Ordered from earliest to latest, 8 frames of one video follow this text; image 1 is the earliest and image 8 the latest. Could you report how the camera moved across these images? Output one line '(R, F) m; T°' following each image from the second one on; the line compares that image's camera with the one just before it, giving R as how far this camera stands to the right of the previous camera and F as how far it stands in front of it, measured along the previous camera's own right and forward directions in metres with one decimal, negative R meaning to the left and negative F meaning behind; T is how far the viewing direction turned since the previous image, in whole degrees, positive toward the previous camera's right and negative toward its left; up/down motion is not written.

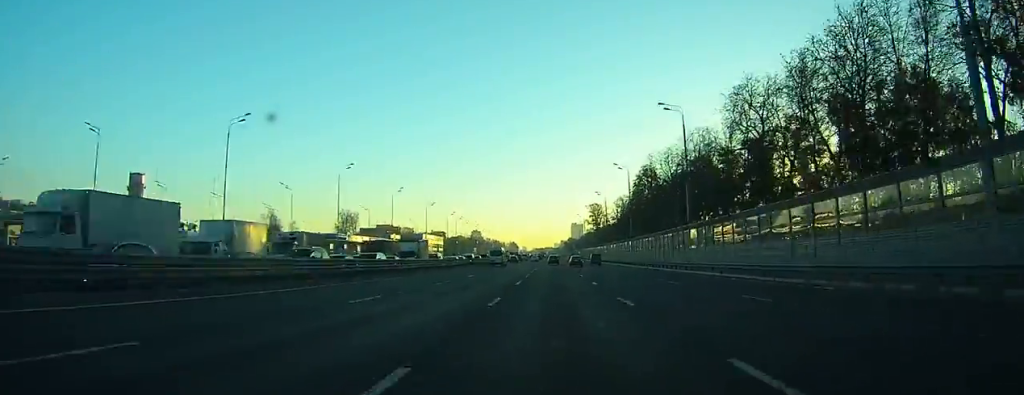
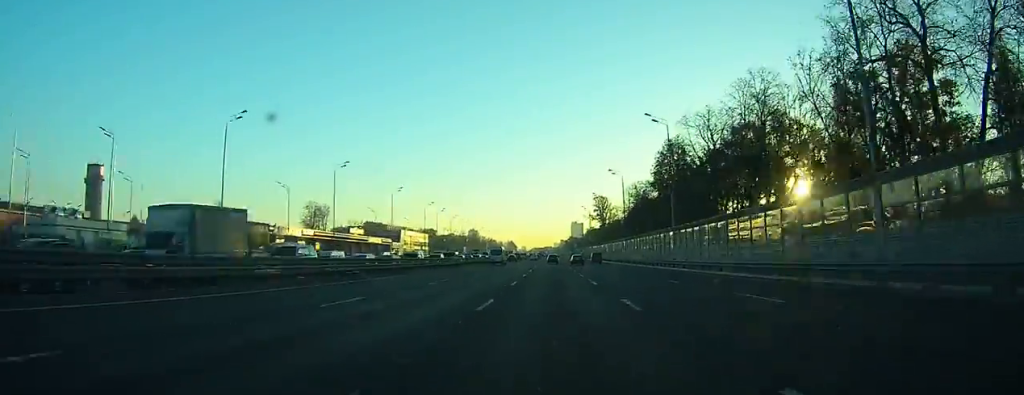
(+0.2, +39.2) m; +1°
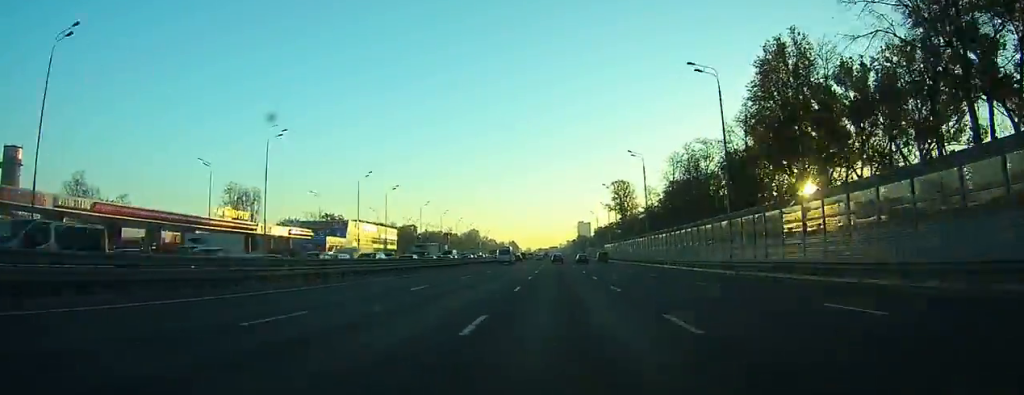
(+0.5, +66.1) m; +1°
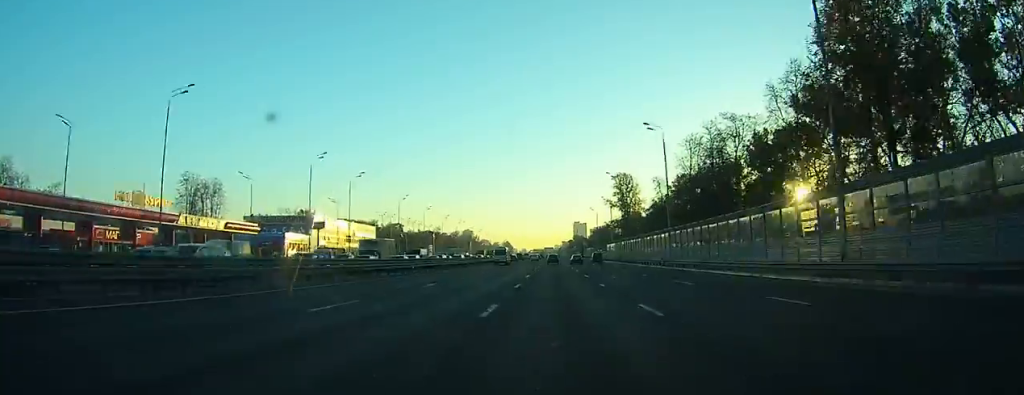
(0.0, +20.0) m; 0°
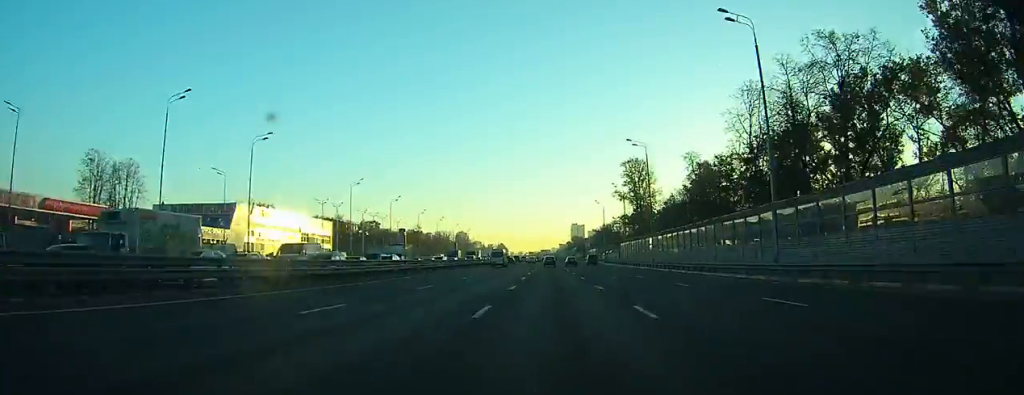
(0.0, +34.5) m; 0°
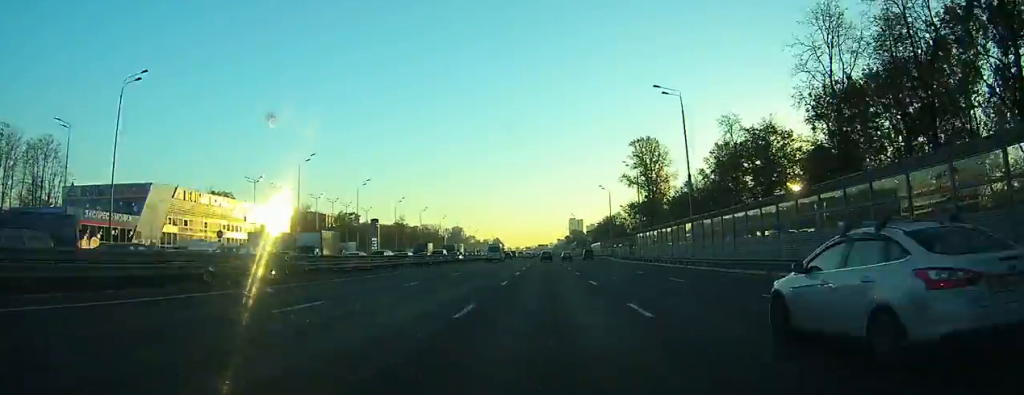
(0.0, +24.0) m; 0°
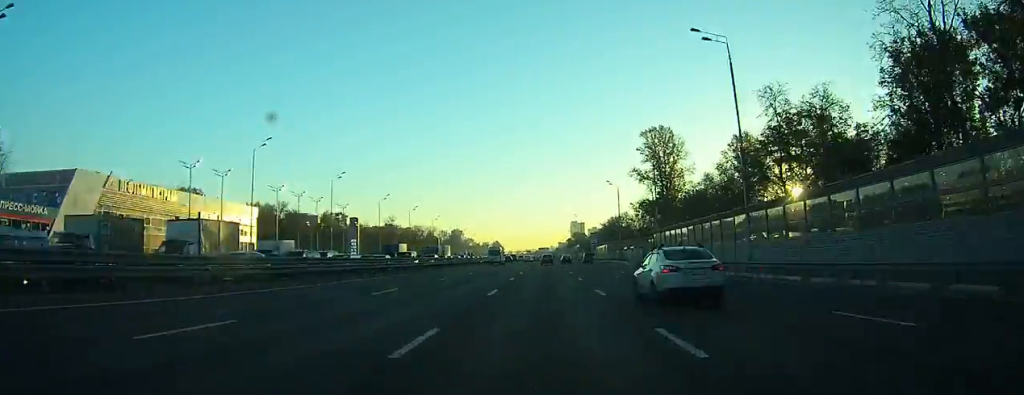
(-0.1, +17.1) m; 0°
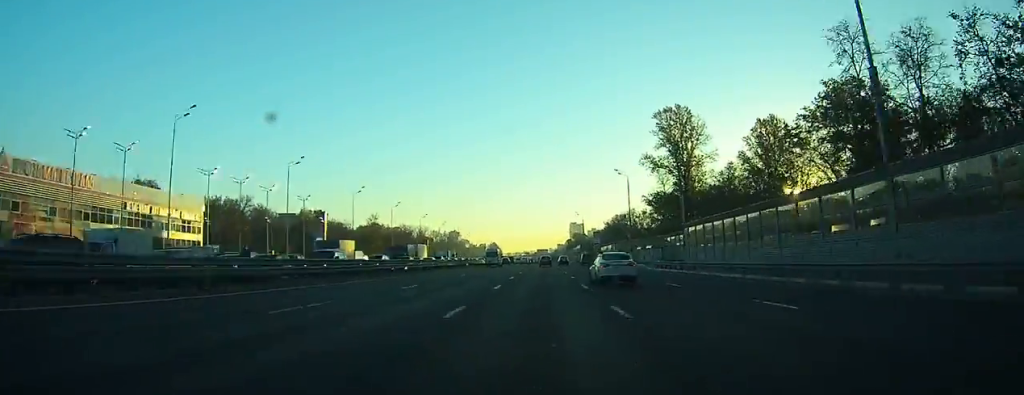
(-0.1, +19.9) m; 0°
